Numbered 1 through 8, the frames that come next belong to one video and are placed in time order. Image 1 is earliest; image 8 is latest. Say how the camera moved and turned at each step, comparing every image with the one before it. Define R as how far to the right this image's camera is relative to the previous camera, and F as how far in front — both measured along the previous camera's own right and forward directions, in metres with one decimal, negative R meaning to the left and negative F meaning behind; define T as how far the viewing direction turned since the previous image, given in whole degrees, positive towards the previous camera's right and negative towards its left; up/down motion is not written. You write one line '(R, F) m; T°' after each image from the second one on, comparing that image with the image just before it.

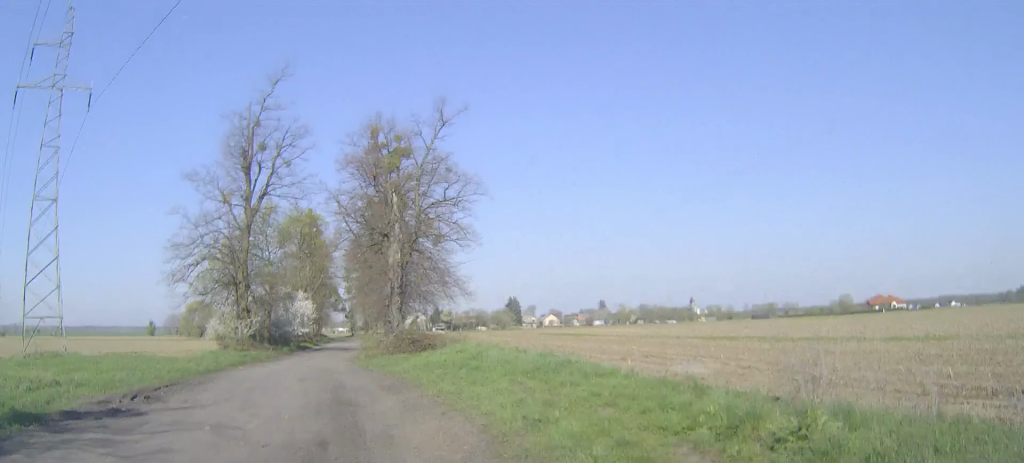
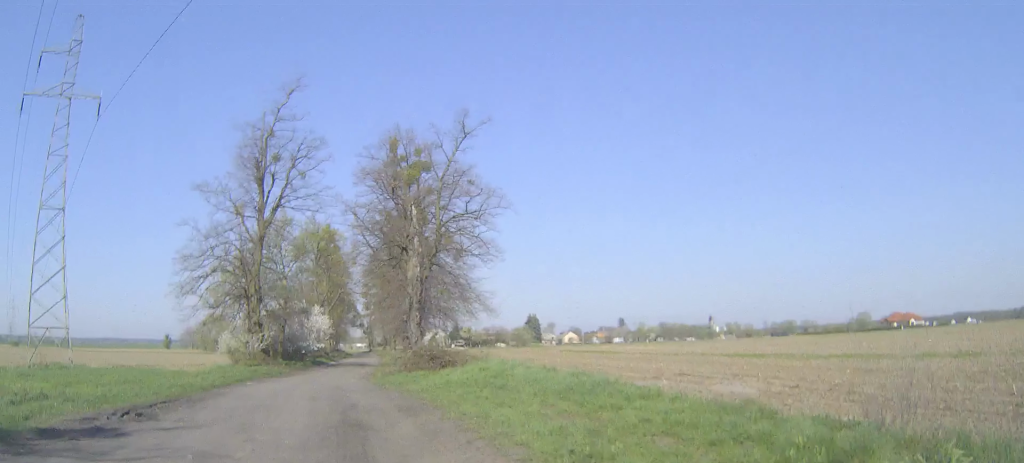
(0.0, +1.6) m; -2°
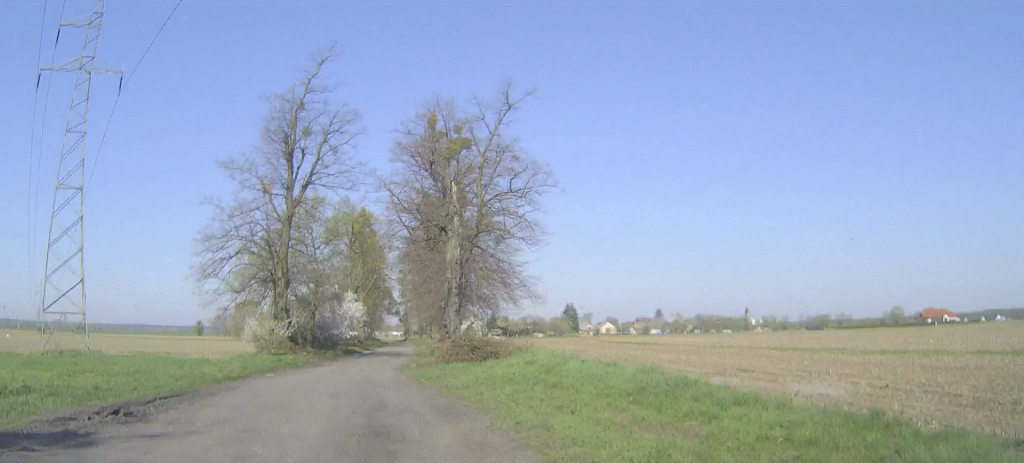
(0.0, +2.4) m; -2°
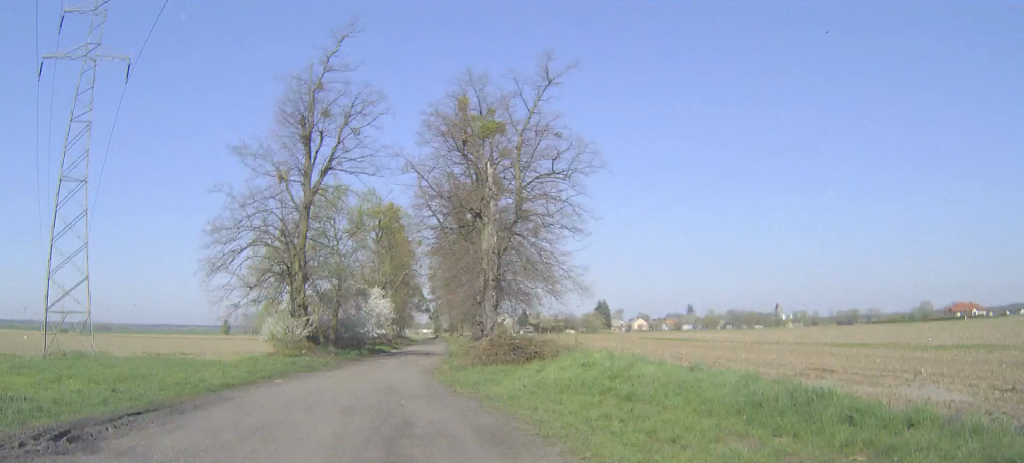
(-0.1, +3.5) m; -3°
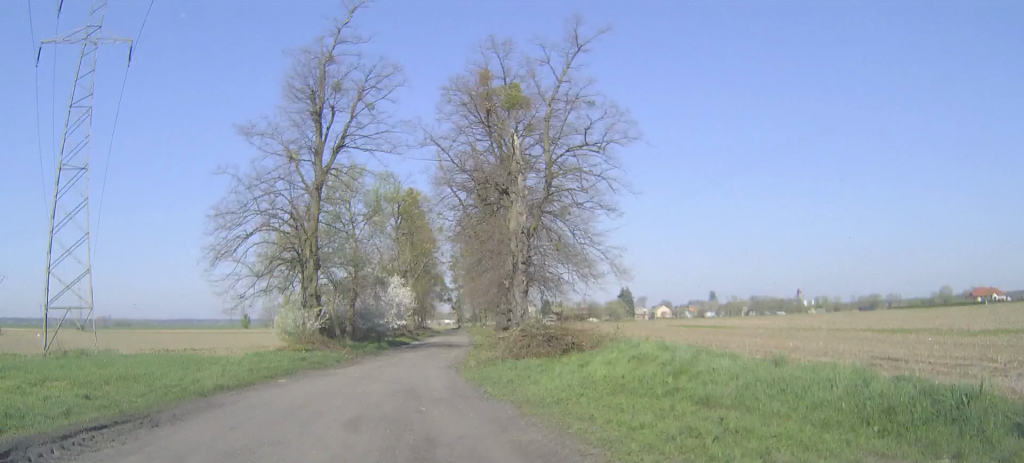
(0.0, +2.6) m; 0°
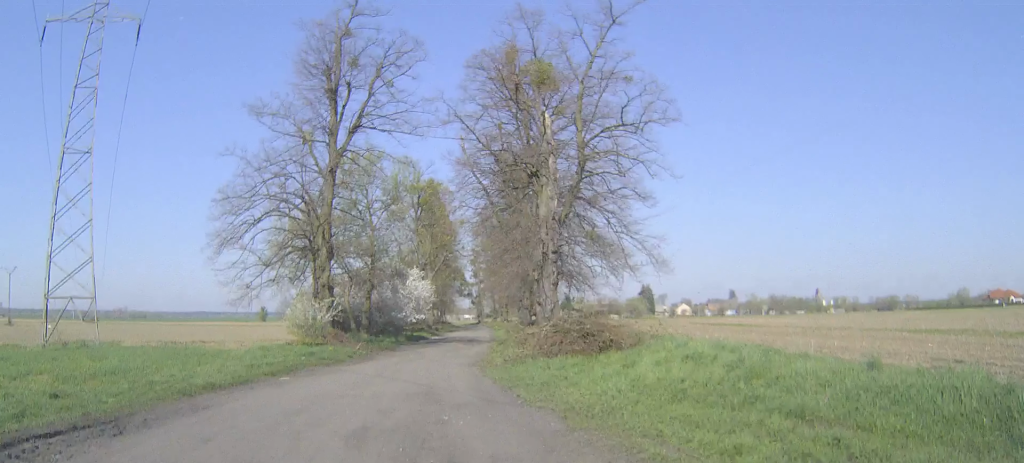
(0.0, +2.0) m; 0°
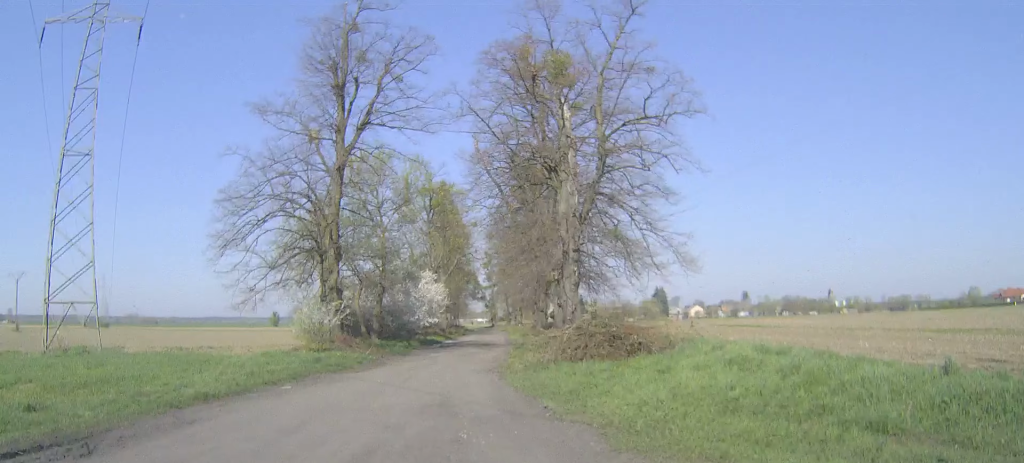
(0.0, +1.3) m; -1°
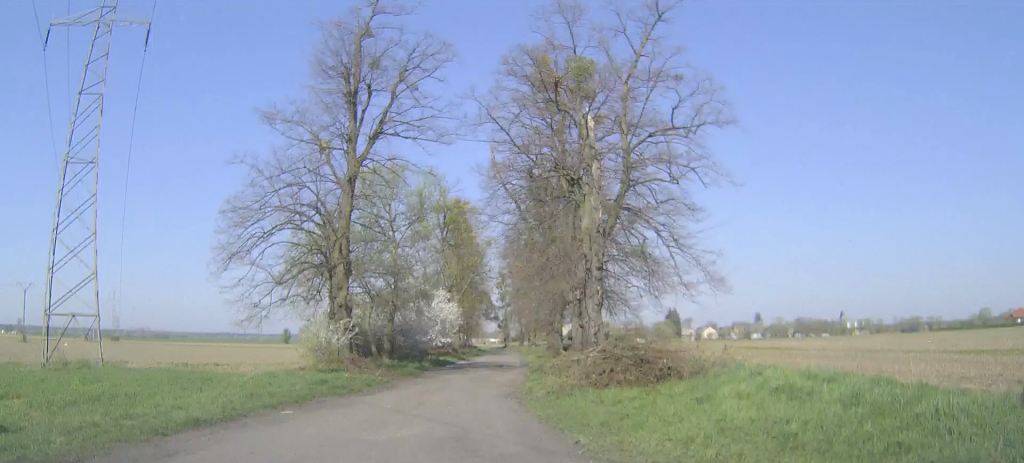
(0.0, +1.2) m; -1°
